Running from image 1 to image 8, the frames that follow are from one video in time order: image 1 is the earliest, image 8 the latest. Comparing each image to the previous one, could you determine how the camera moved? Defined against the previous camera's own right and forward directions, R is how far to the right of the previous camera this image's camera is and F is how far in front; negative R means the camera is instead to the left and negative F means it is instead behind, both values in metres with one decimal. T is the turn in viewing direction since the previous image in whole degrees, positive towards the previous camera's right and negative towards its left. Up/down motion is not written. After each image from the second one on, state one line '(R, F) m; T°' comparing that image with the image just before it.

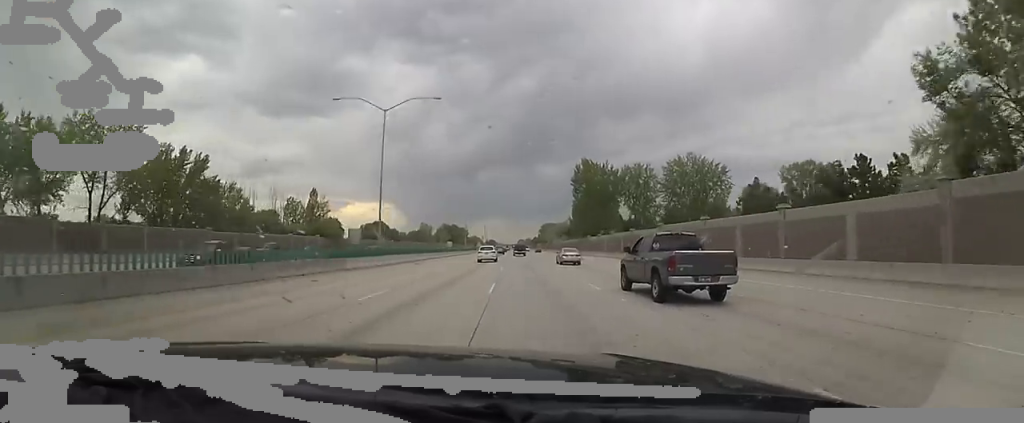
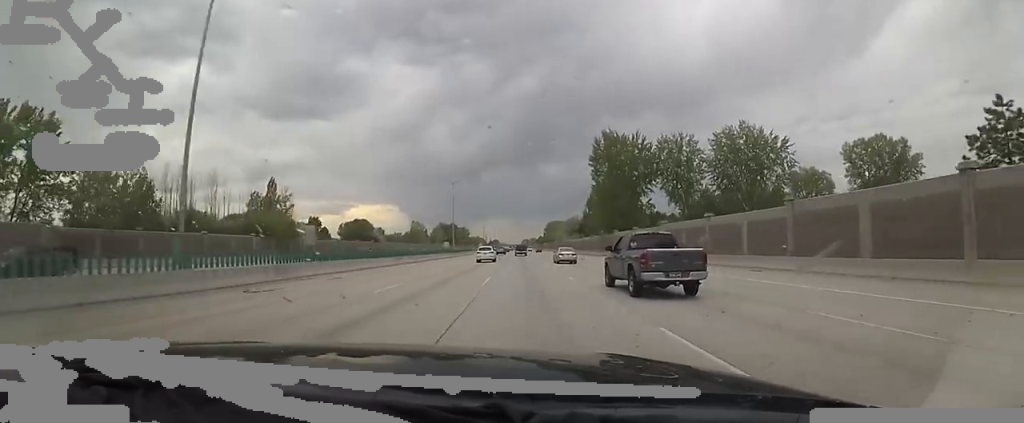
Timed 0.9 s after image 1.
(0.0, +27.2) m; 0°
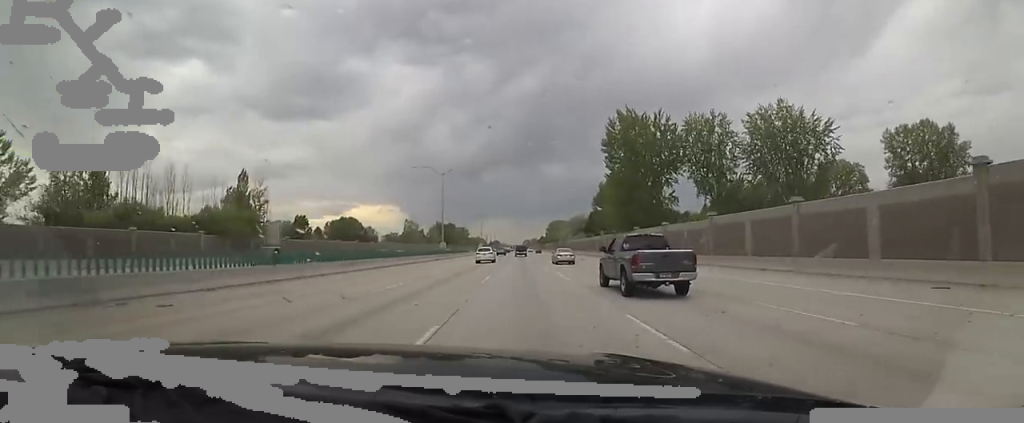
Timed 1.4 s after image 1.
(0.0, +13.7) m; 0°
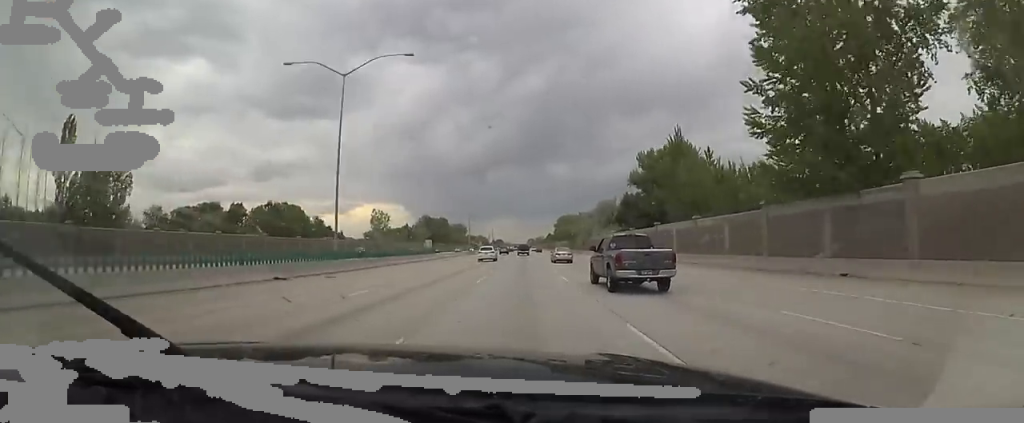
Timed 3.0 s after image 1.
(+1.7, +48.5) m; +2°
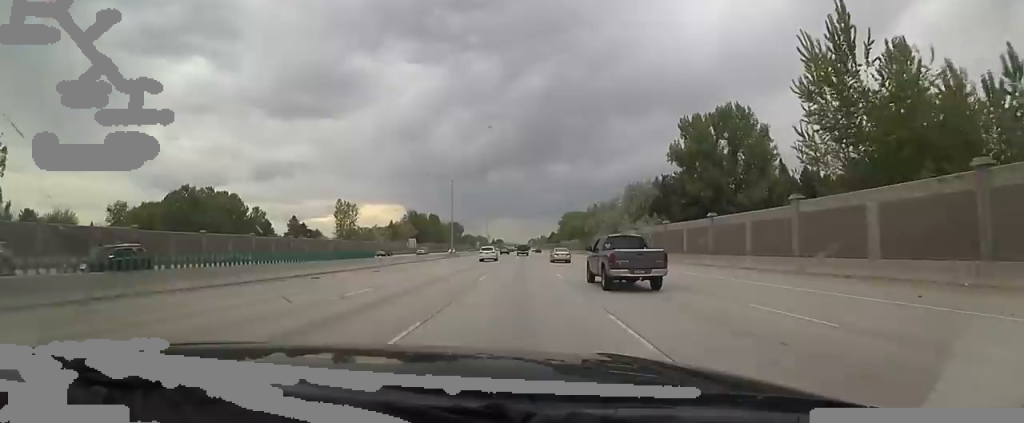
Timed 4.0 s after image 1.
(-0.4, +29.6) m; -2°
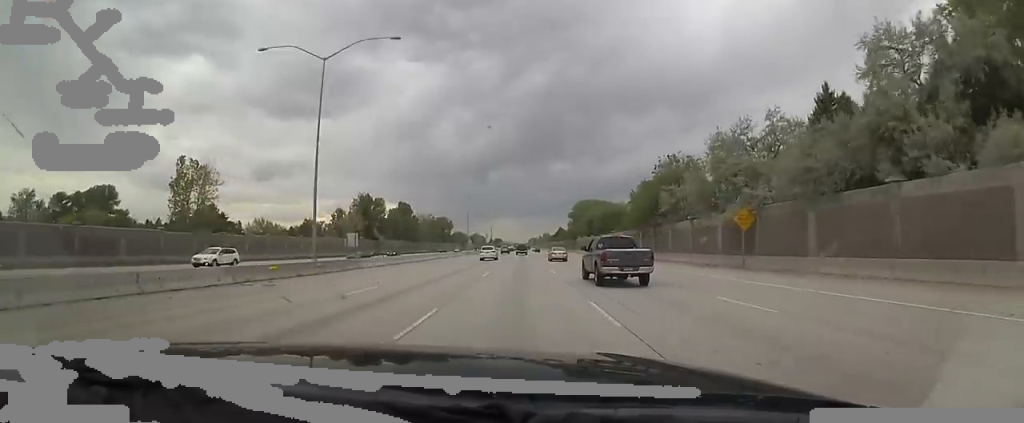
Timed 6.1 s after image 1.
(-1.1, +60.5) m; -1°
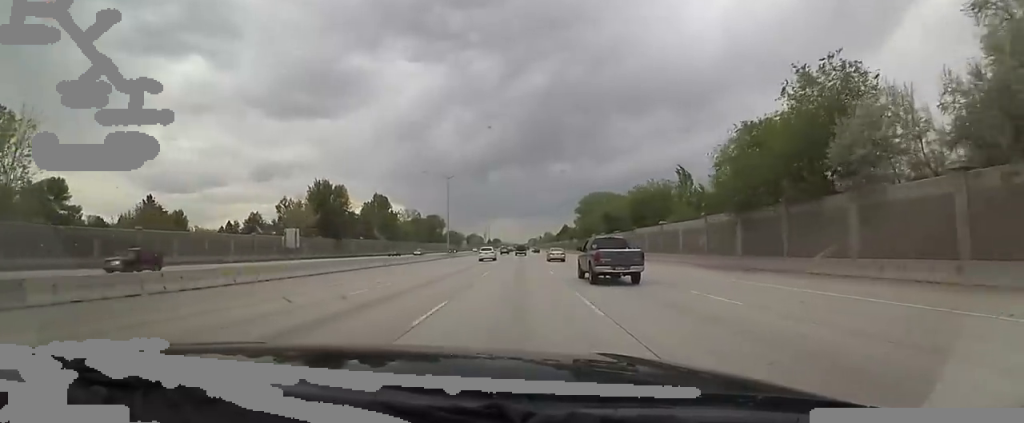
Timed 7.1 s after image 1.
(0.0, +29.3) m; 0°
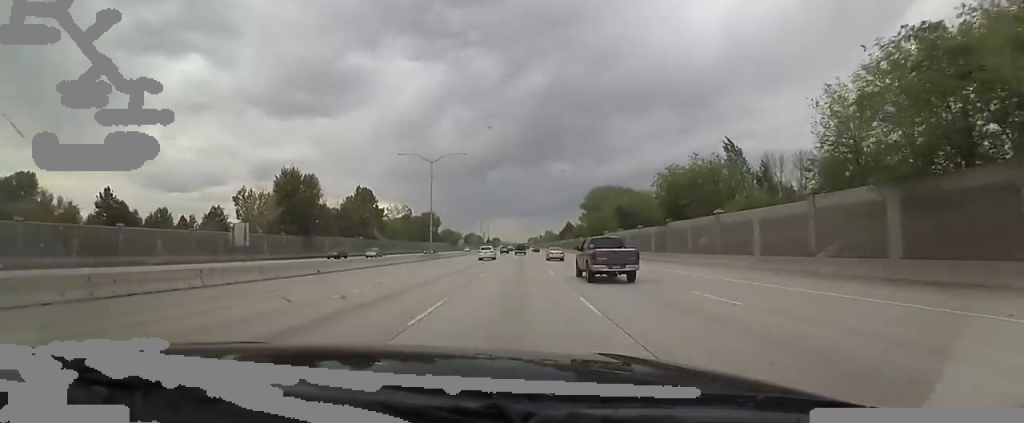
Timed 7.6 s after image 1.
(0.0, +15.5) m; 0°
